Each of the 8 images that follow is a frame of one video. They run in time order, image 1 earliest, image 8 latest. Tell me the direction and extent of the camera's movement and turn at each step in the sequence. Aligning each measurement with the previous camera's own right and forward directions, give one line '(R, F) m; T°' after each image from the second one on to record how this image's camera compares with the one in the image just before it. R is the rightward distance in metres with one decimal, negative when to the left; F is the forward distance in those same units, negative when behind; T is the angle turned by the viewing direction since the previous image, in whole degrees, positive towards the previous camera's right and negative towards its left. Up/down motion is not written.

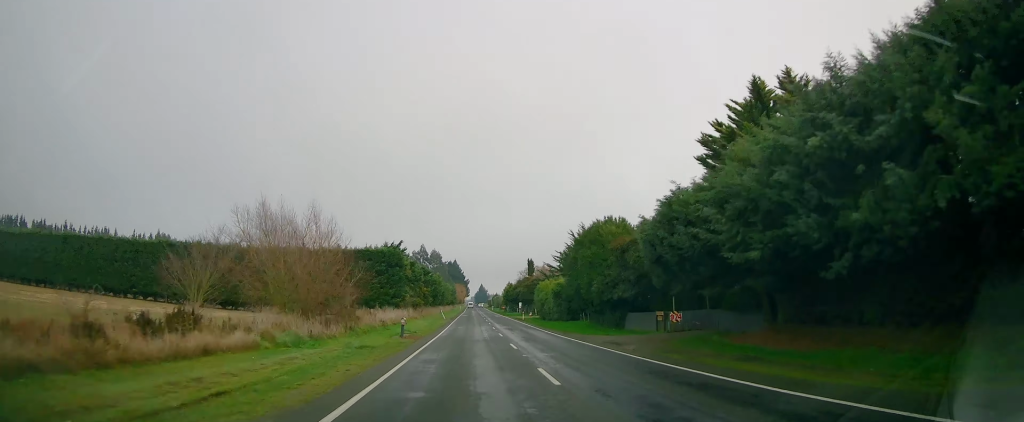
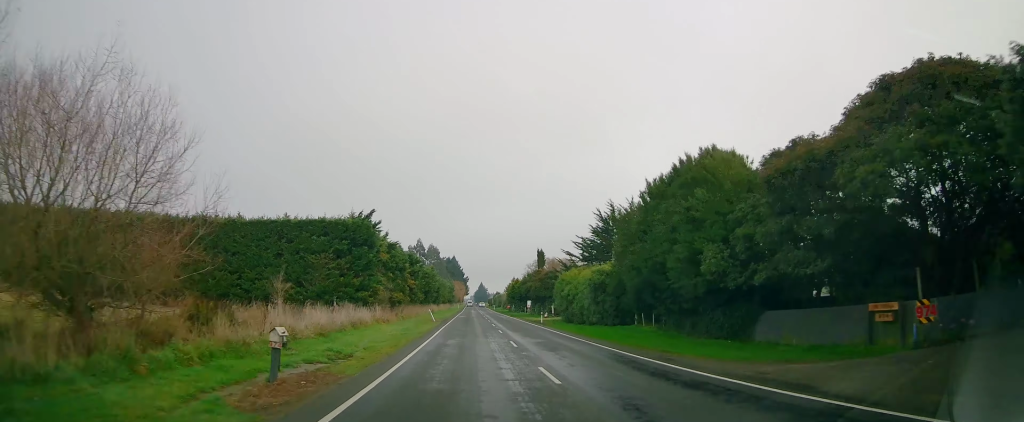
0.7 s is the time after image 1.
(-0.3, +19.4) m; 0°
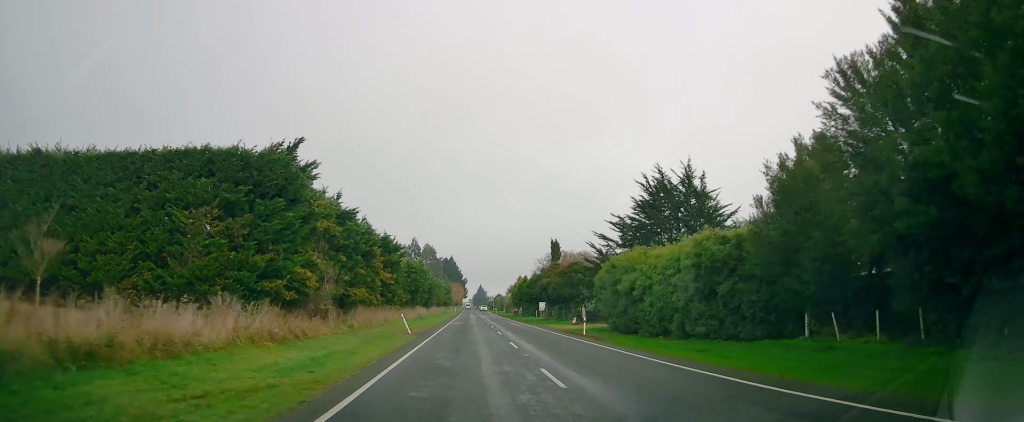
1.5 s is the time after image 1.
(+0.2, +20.3) m; +1°
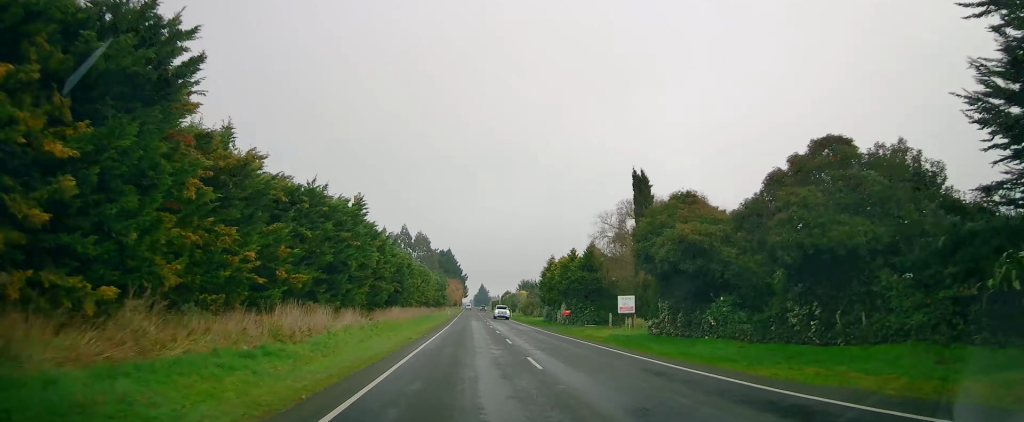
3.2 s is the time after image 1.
(+0.3, +45.9) m; 0°
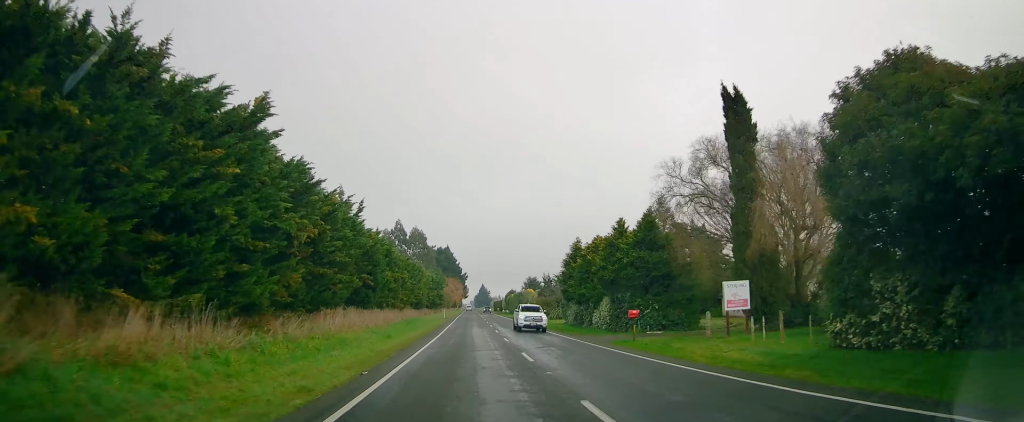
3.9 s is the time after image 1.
(0.0, +17.7) m; 0°
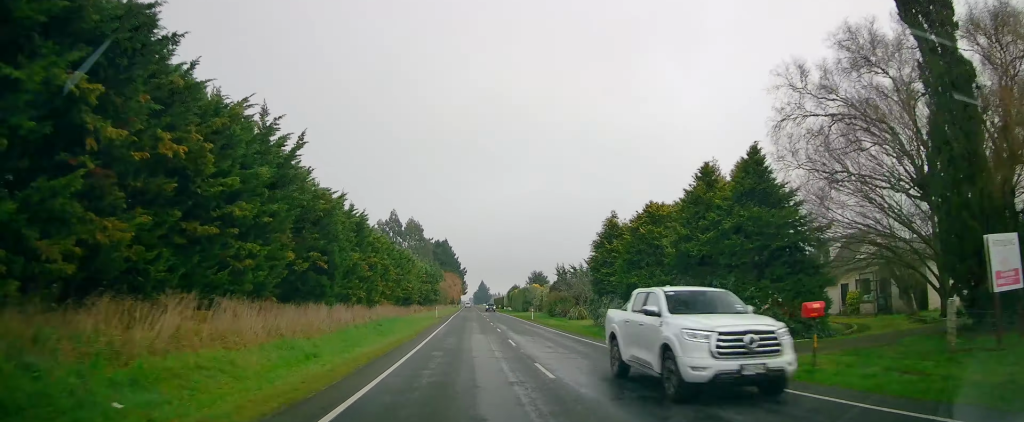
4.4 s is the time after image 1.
(0.0, +14.1) m; 0°
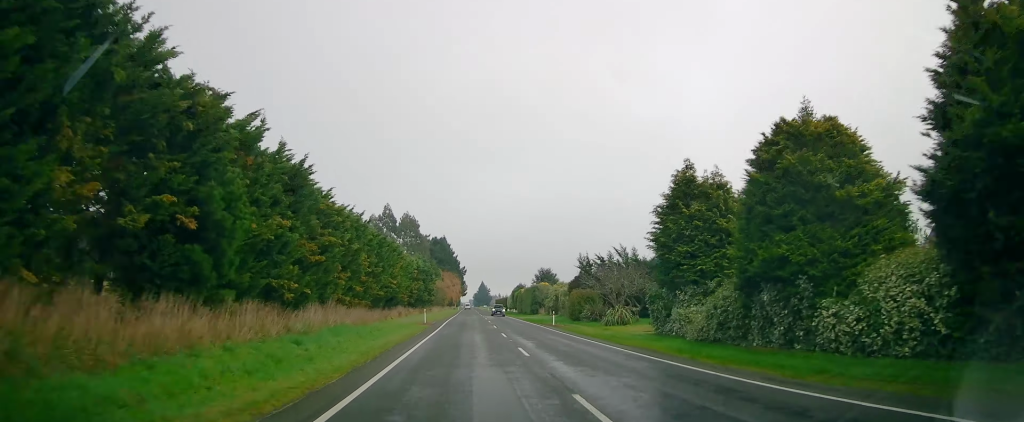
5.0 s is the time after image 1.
(0.0, +15.0) m; 0°
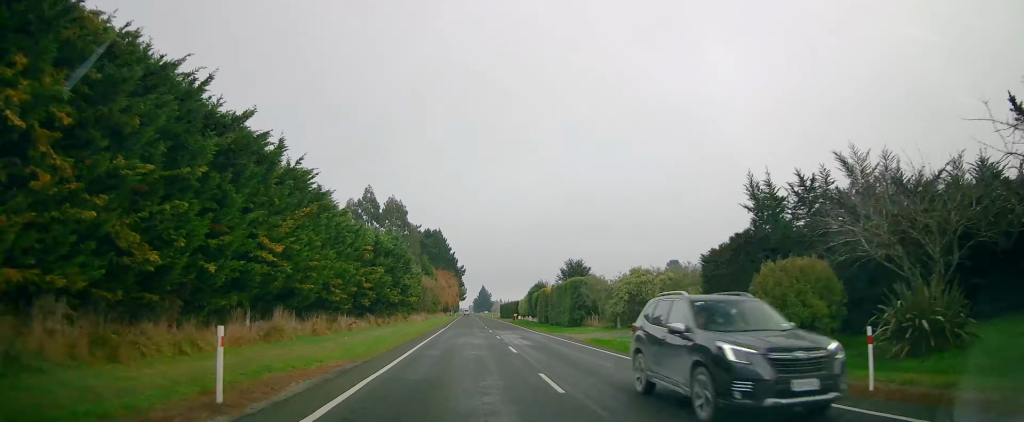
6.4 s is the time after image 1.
(0.0, +36.1) m; 0°
